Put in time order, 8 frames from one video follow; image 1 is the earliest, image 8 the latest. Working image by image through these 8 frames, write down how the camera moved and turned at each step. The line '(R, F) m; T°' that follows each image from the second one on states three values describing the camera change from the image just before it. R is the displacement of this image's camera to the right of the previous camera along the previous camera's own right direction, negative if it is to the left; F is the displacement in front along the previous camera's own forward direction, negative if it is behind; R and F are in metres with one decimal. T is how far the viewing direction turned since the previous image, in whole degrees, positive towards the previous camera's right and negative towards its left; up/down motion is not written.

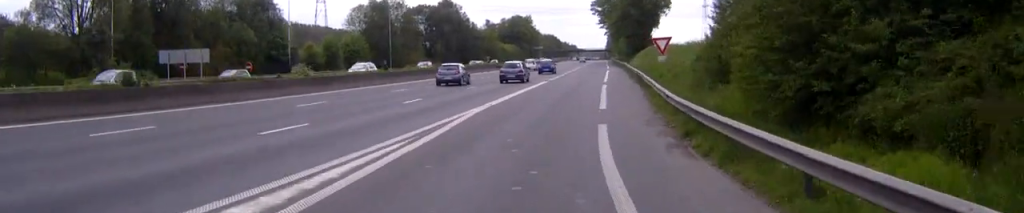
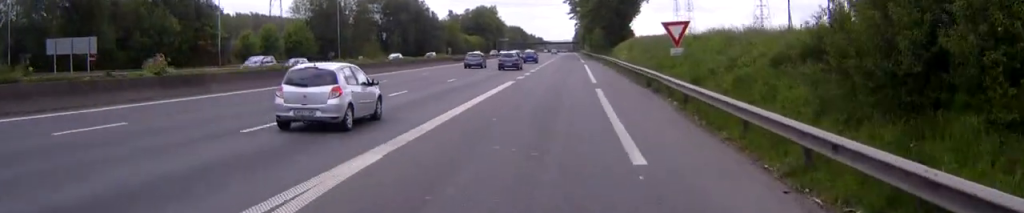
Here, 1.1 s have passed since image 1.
(+0.4, +15.3) m; +2°
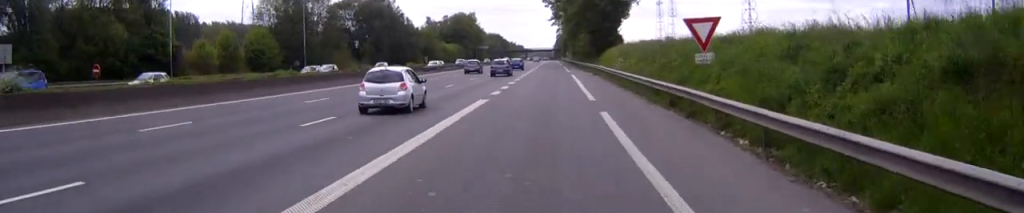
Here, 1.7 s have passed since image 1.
(0.0, +9.3) m; +1°
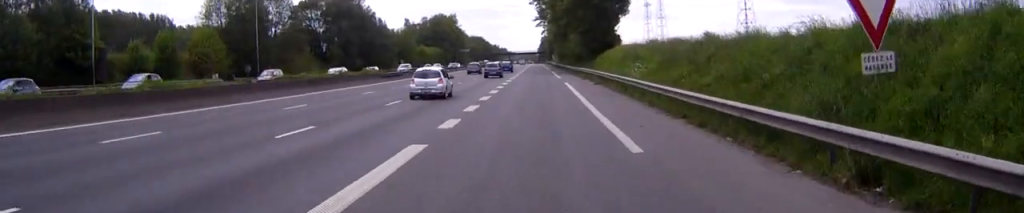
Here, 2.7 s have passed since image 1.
(+0.2, +15.0) m; +1°
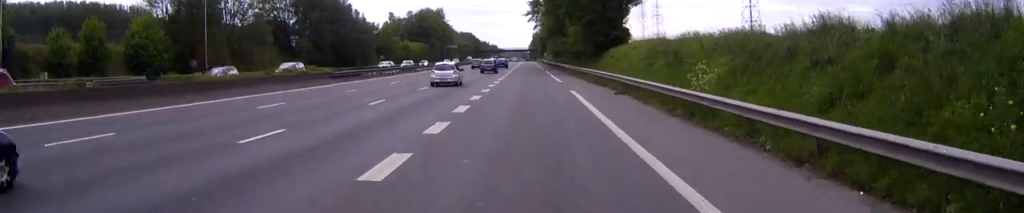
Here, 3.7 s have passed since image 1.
(0.0, +15.6) m; 0°
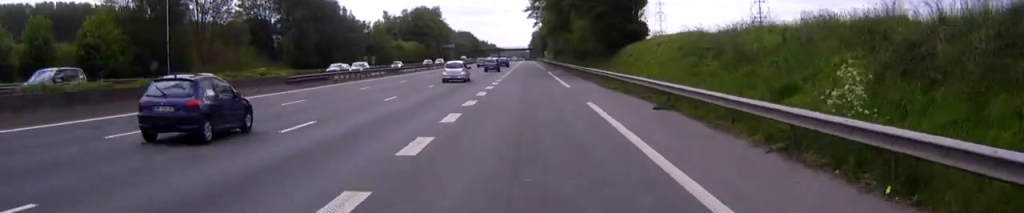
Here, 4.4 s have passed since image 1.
(0.0, +10.8) m; 0°
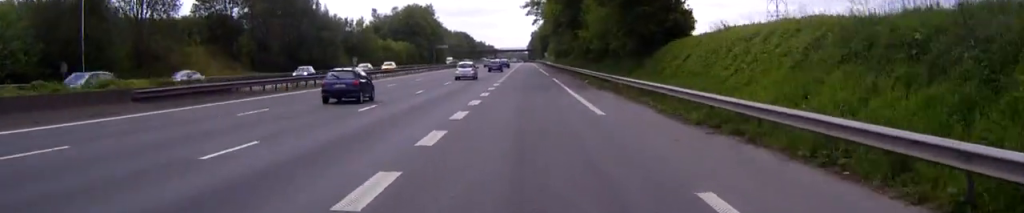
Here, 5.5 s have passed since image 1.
(0.0, +18.1) m; 0°
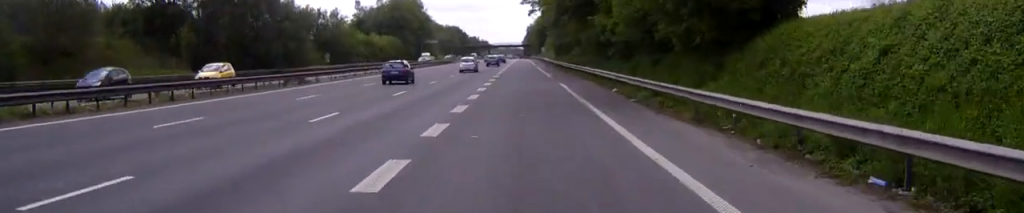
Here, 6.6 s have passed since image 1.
(0.0, +18.8) m; 0°
